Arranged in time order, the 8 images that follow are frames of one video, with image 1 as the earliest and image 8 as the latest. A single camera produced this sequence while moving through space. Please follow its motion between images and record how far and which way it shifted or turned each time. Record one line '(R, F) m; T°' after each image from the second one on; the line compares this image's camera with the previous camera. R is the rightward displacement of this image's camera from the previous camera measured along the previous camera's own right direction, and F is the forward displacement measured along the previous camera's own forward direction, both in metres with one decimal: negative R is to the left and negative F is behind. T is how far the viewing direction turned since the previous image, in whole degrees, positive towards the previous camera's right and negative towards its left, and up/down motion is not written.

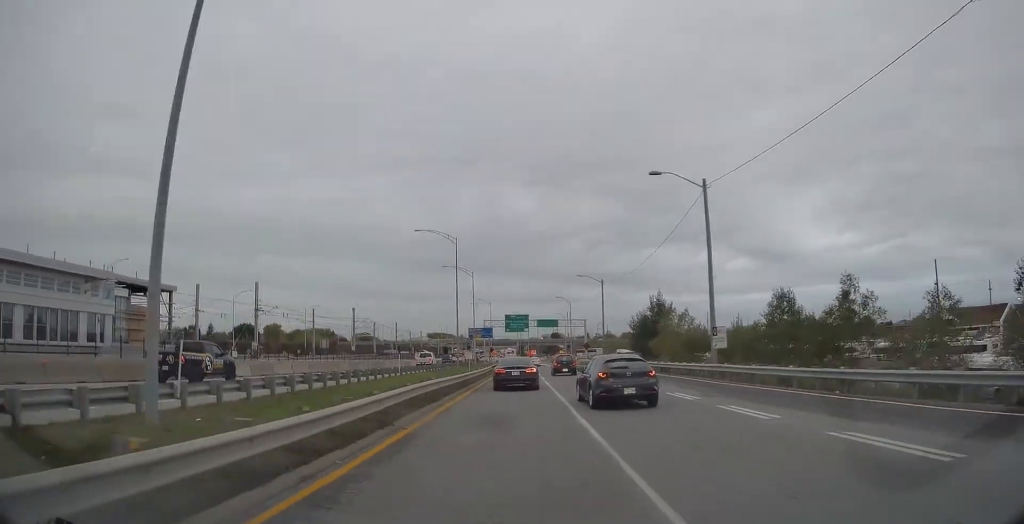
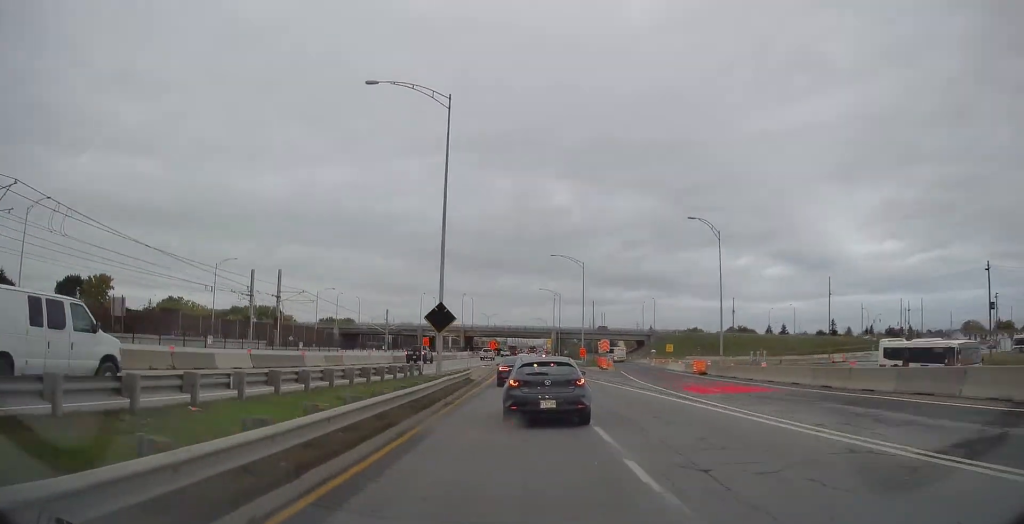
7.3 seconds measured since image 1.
(-2.0, +120.2) m; -2°
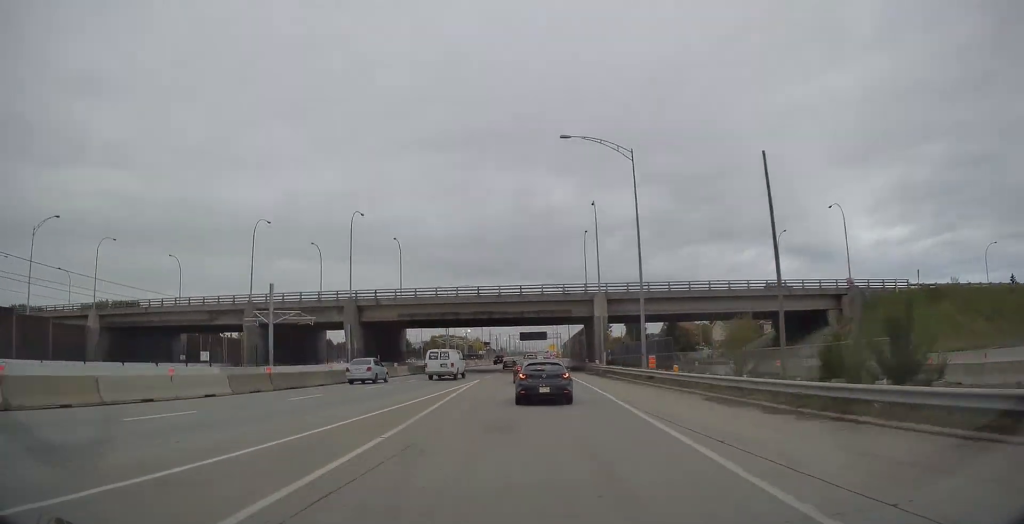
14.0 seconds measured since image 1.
(0.0, +106.3) m; 0°
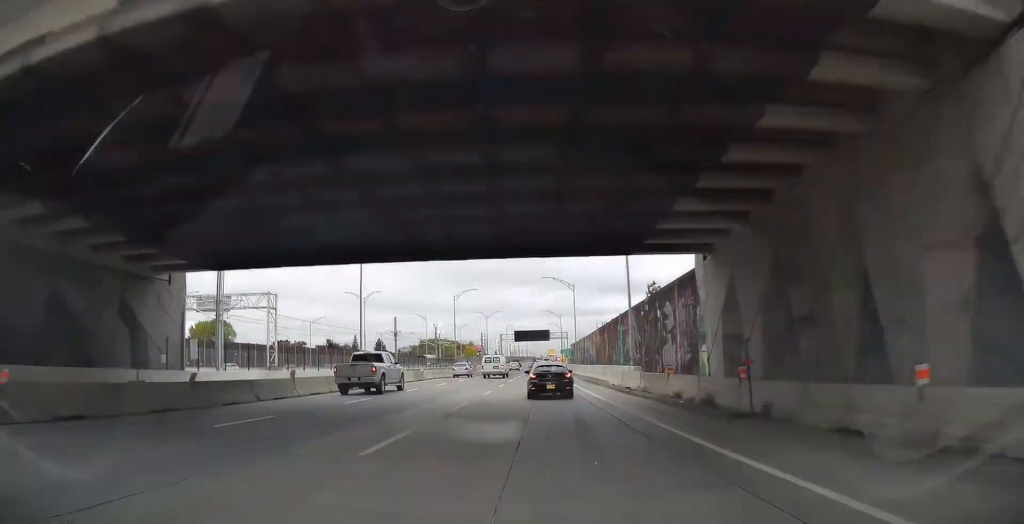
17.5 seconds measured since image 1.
(-0.2, +59.2) m; 0°
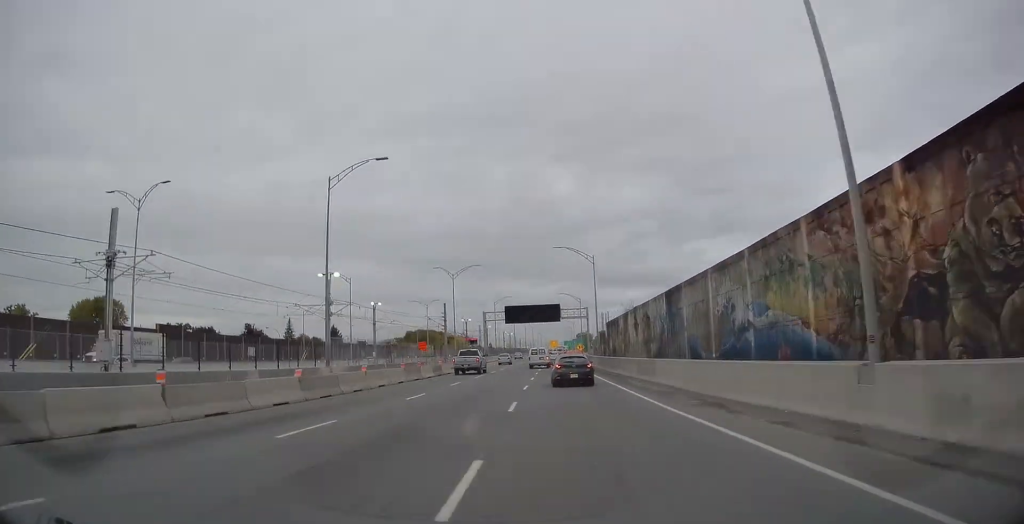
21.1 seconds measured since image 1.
(+0.3, +65.8) m; +1°
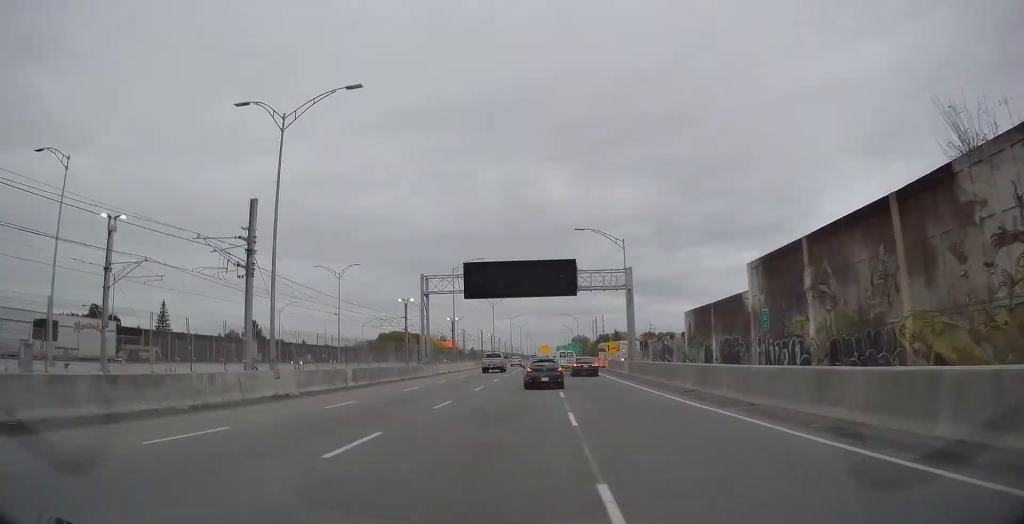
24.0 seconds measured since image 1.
(+0.4, +56.4) m; +1°
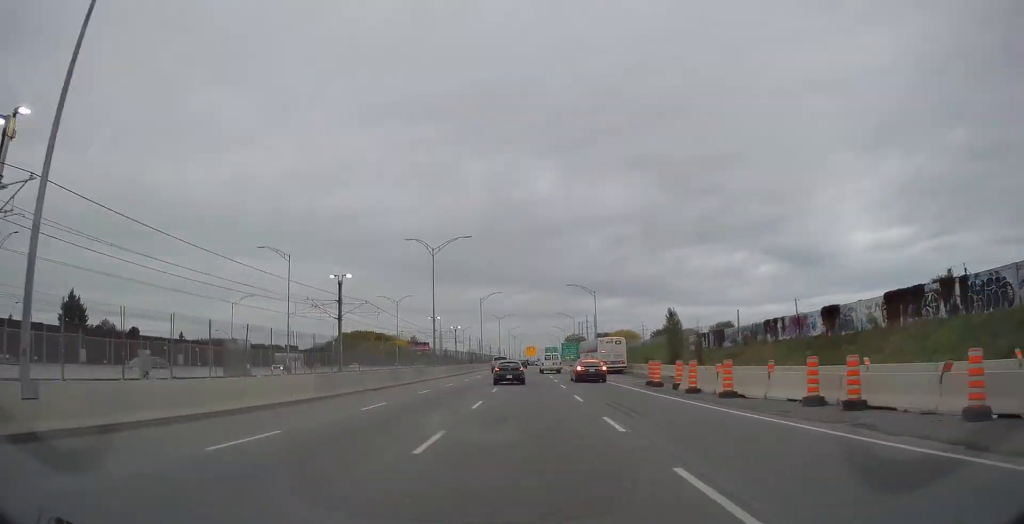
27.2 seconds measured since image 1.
(+0.5, +63.6) m; +1°
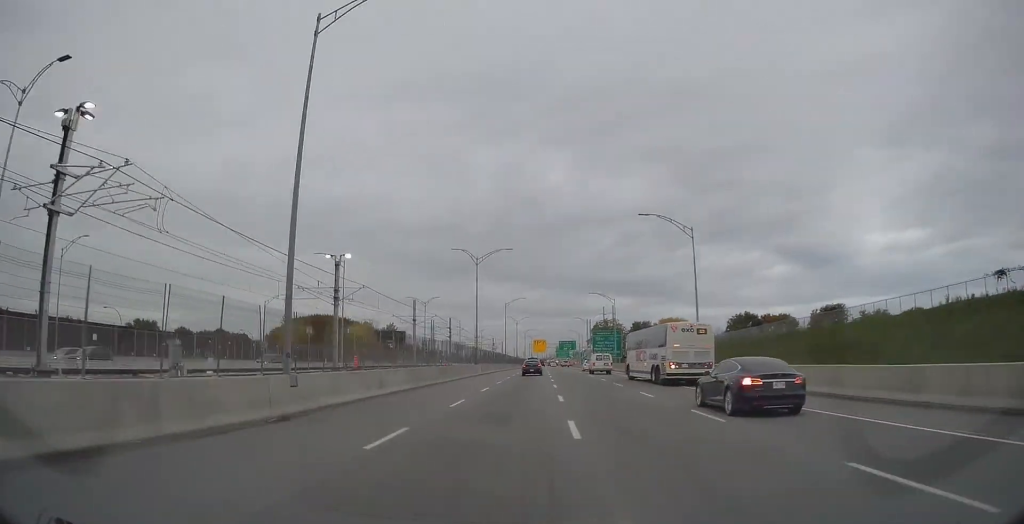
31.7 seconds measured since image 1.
(+0.7, +92.1) m; +1°
